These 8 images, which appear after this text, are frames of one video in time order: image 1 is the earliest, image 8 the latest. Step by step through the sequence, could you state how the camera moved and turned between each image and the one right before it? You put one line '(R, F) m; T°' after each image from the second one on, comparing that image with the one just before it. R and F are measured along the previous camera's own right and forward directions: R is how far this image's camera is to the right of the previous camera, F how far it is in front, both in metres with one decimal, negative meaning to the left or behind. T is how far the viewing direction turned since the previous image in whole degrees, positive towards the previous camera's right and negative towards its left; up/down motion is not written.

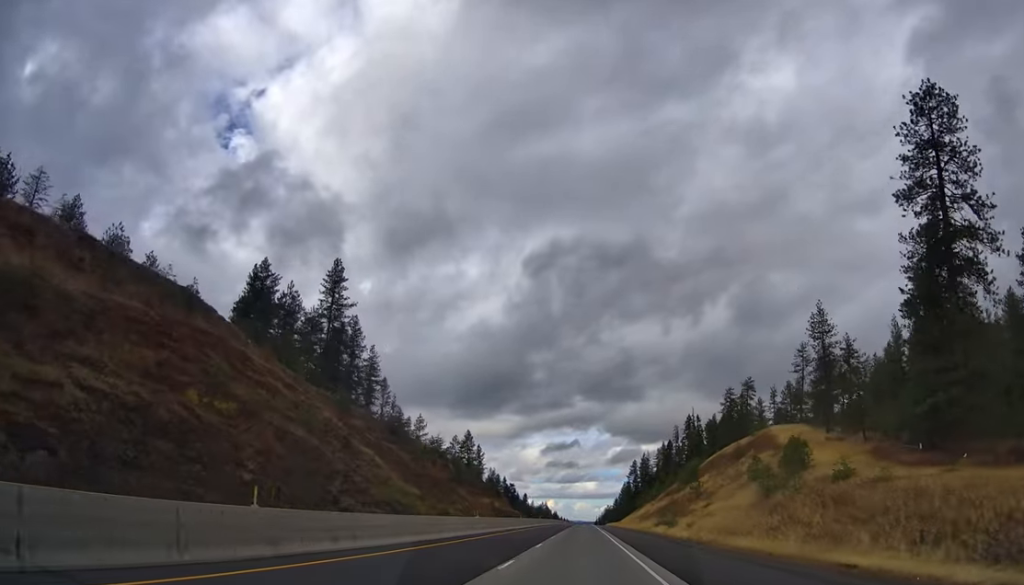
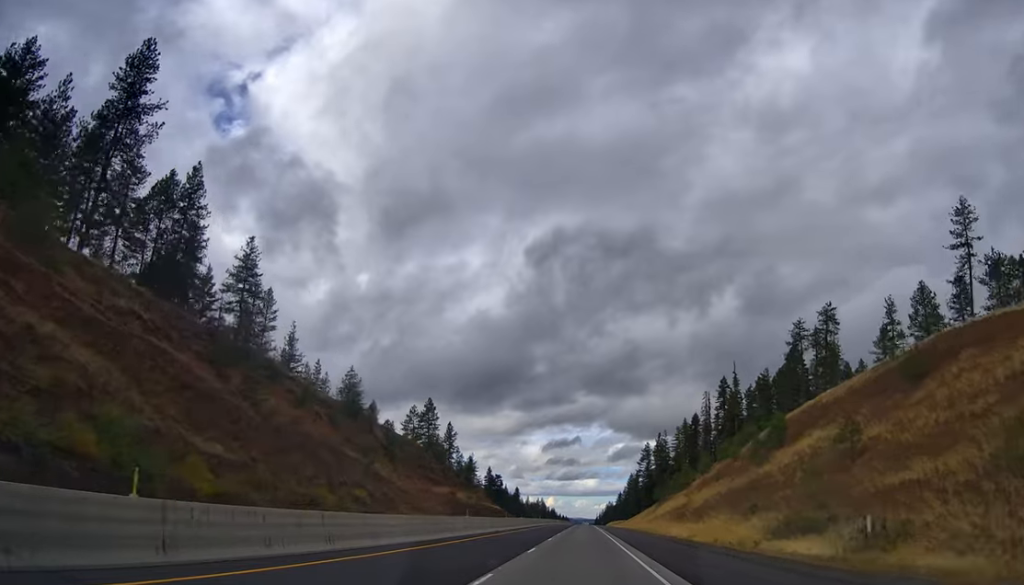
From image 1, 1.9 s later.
(-0.6, +65.7) m; 0°
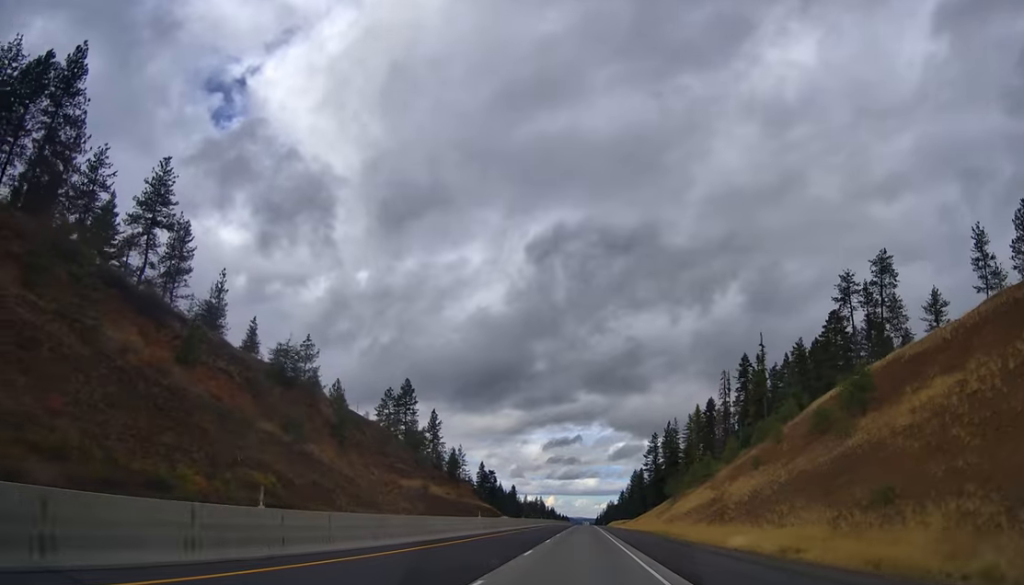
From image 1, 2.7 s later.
(0.0, +26.0) m; 0°
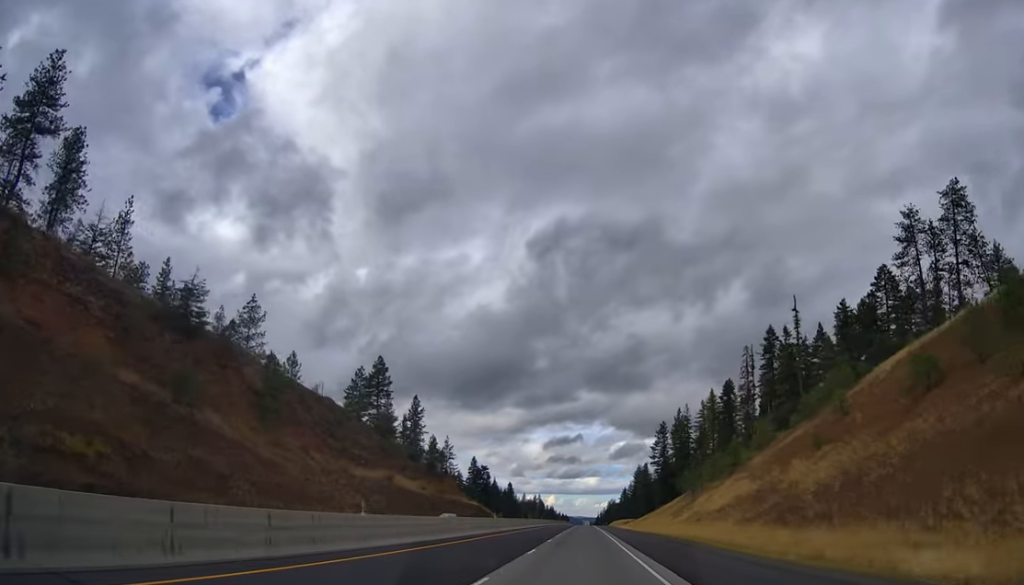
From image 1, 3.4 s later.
(+0.1, +23.7) m; 0°
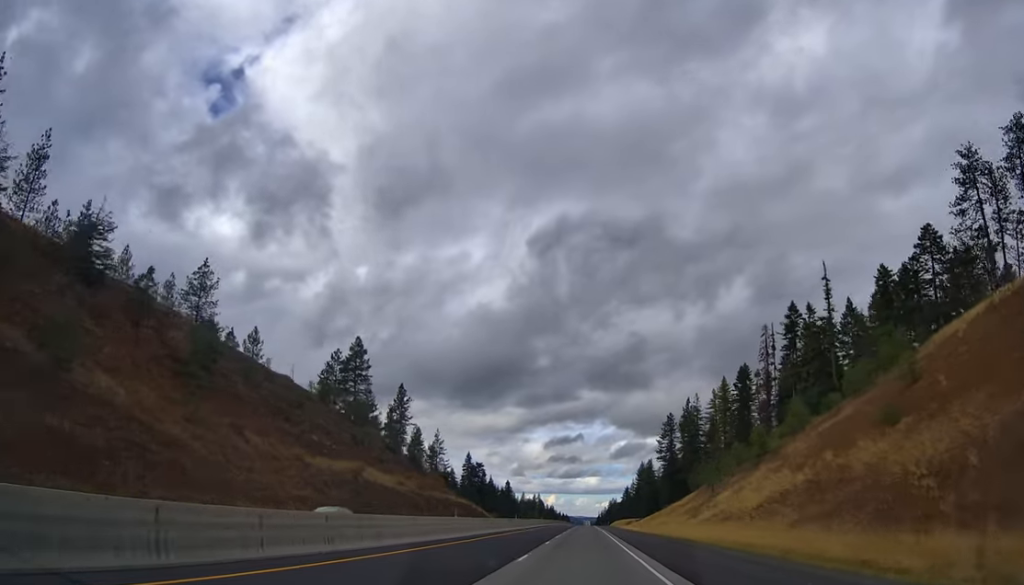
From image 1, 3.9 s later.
(+0.1, +15.7) m; 0°
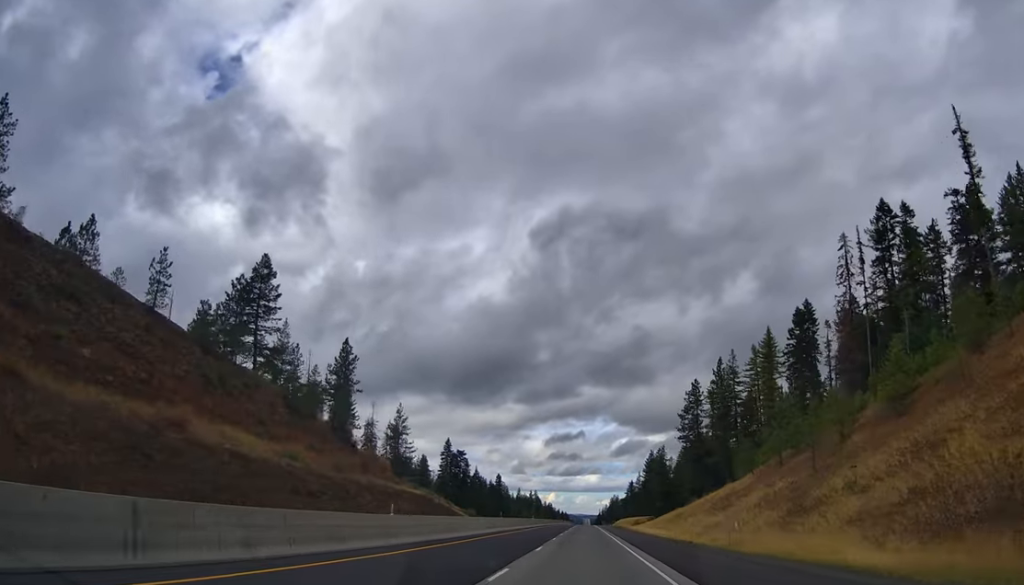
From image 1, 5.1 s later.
(-0.5, +42.7) m; -2°
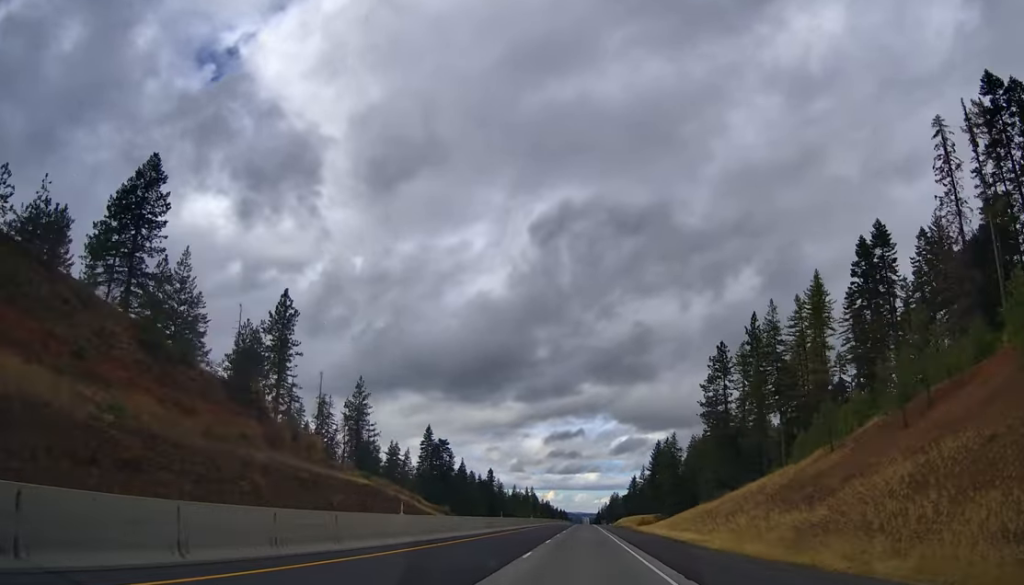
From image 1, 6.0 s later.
(-0.6, +29.2) m; 0°
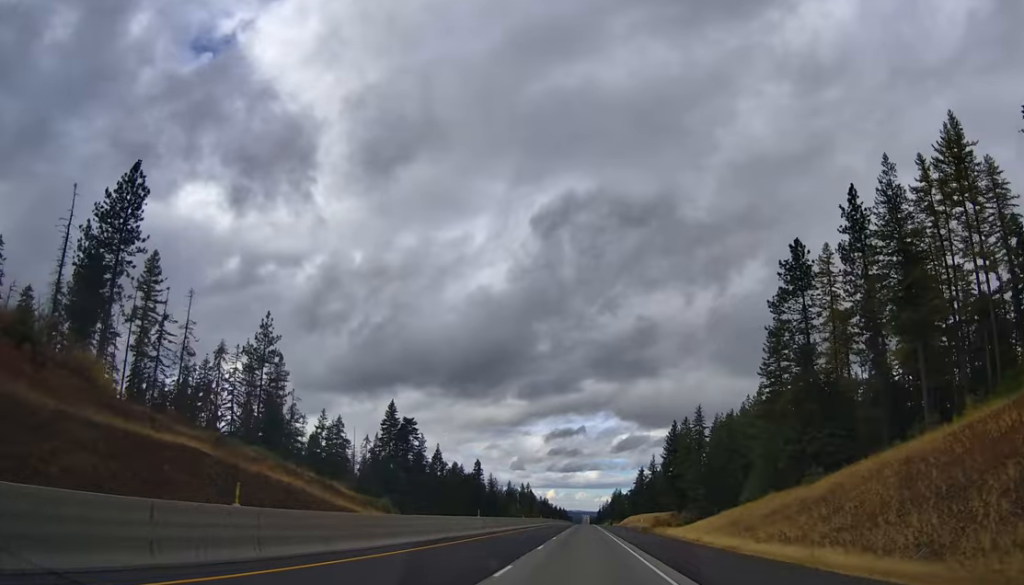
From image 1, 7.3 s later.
(+0.9, +42.9) m; +1°
